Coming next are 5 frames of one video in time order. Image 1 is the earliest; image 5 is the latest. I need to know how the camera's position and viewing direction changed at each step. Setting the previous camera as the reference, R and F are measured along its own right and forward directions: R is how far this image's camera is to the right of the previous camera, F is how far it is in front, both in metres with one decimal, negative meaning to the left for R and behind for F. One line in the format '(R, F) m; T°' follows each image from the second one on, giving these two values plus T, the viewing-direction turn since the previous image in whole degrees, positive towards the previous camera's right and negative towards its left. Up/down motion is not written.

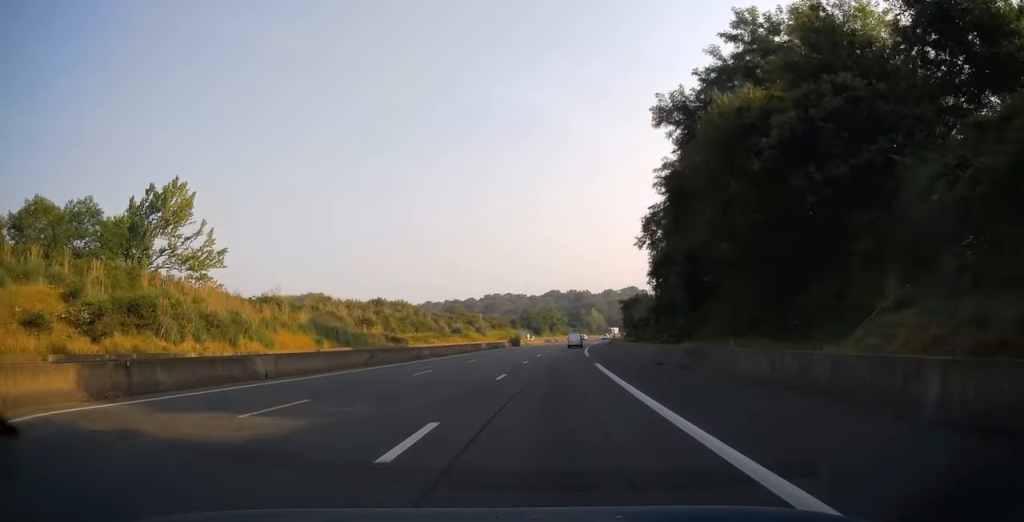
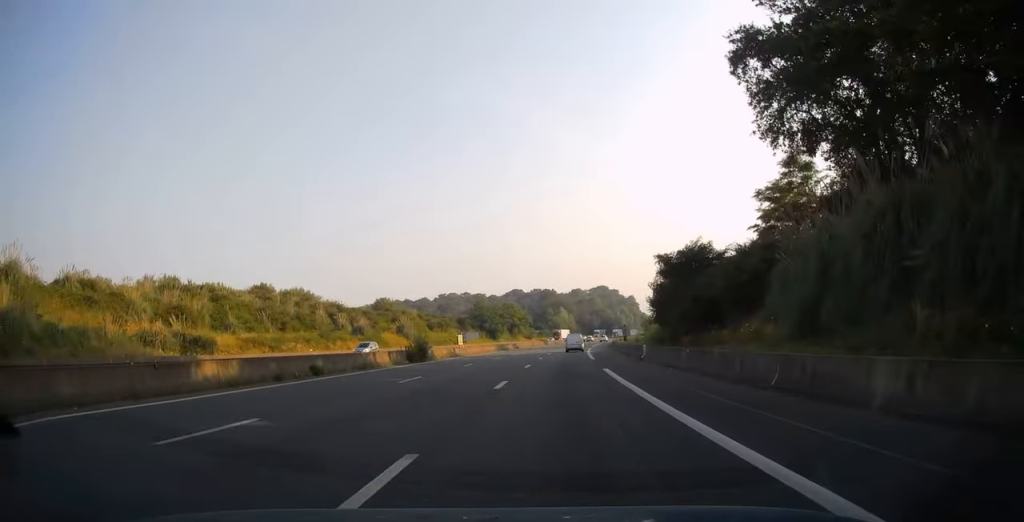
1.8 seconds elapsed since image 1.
(+1.5, +54.1) m; +3°
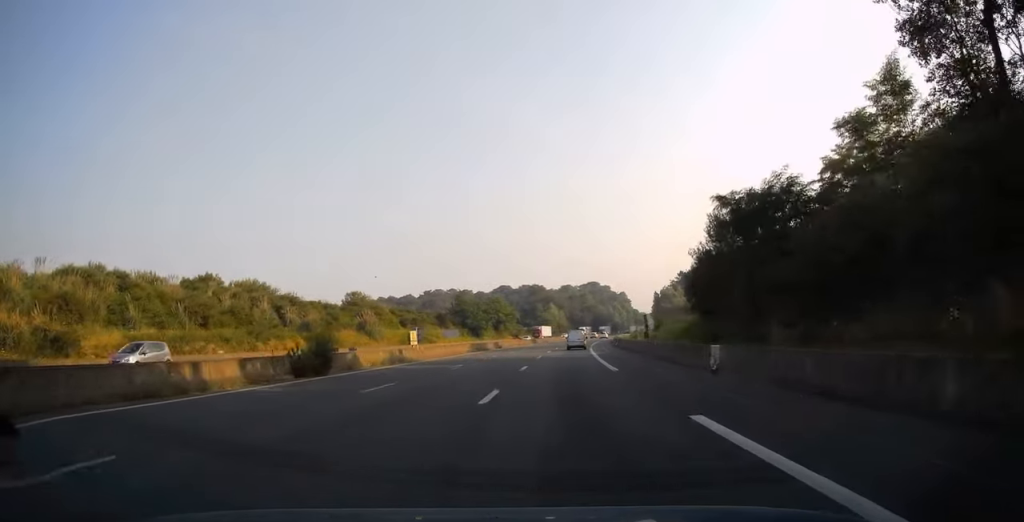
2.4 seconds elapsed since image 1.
(+0.1, +17.2) m; +1°
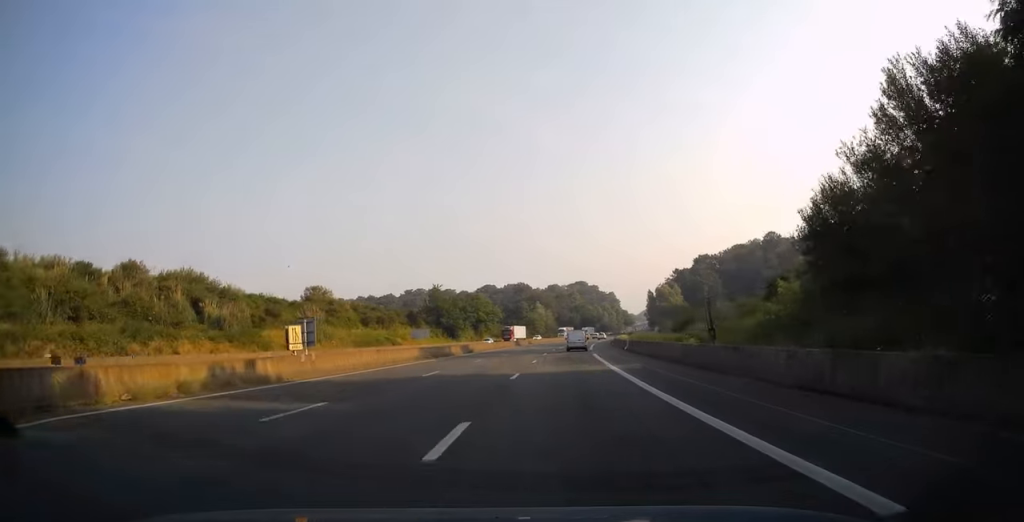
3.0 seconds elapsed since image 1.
(+0.2, +18.7) m; +1°
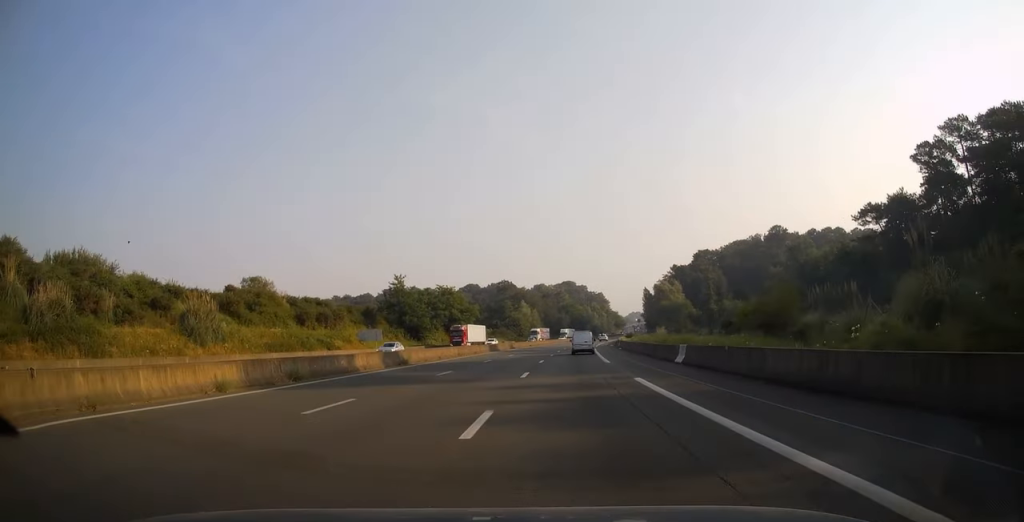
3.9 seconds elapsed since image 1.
(+0.3, +24.2) m; +1°
